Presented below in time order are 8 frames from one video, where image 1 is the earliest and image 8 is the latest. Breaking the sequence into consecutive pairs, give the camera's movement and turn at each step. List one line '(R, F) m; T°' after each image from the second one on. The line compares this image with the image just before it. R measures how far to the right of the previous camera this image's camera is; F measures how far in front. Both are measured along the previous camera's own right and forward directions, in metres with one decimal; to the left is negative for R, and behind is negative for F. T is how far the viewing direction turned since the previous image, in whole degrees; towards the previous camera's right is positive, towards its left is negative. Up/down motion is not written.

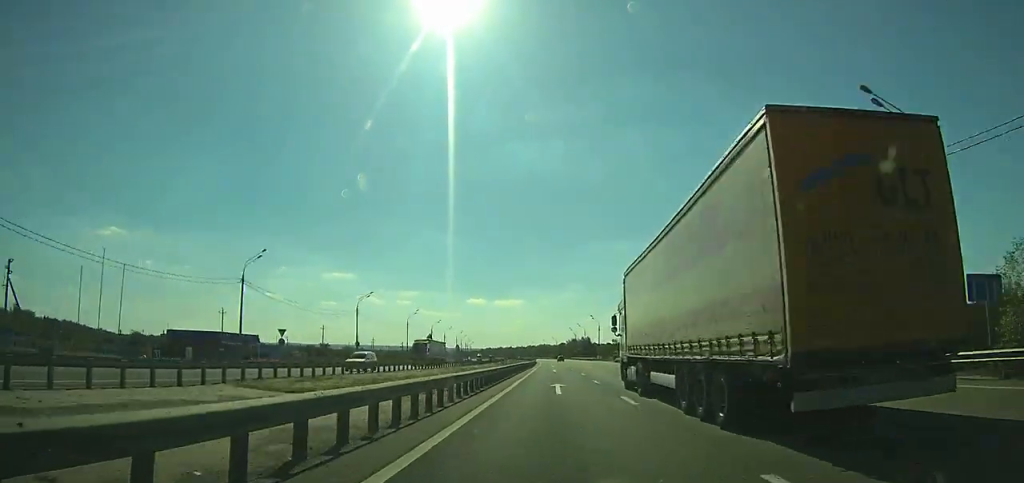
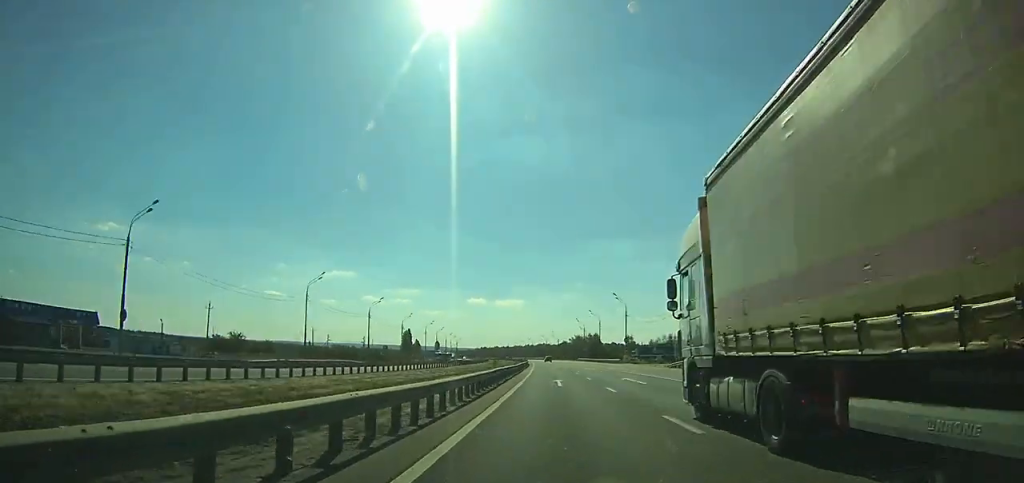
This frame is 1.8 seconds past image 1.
(-0.2, +55.3) m; -1°
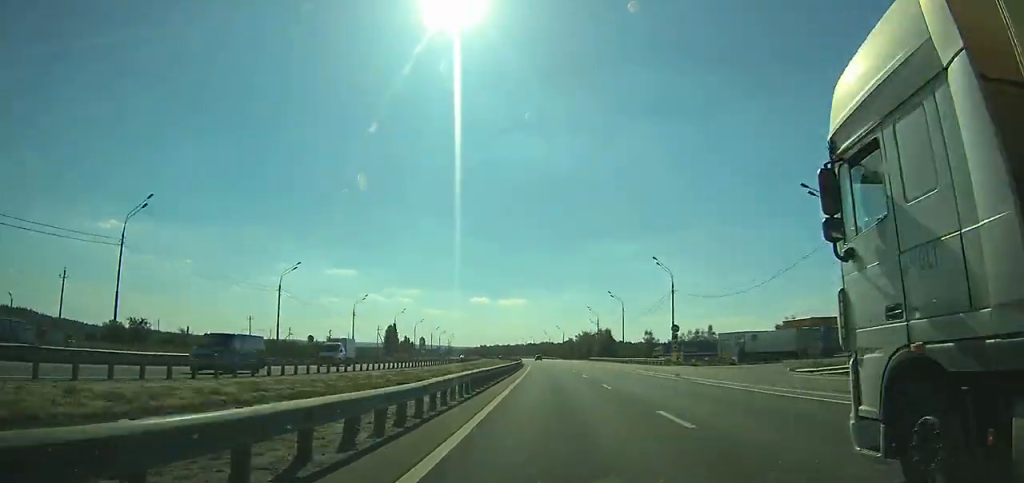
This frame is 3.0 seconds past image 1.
(+0.2, +36.8) m; 0°
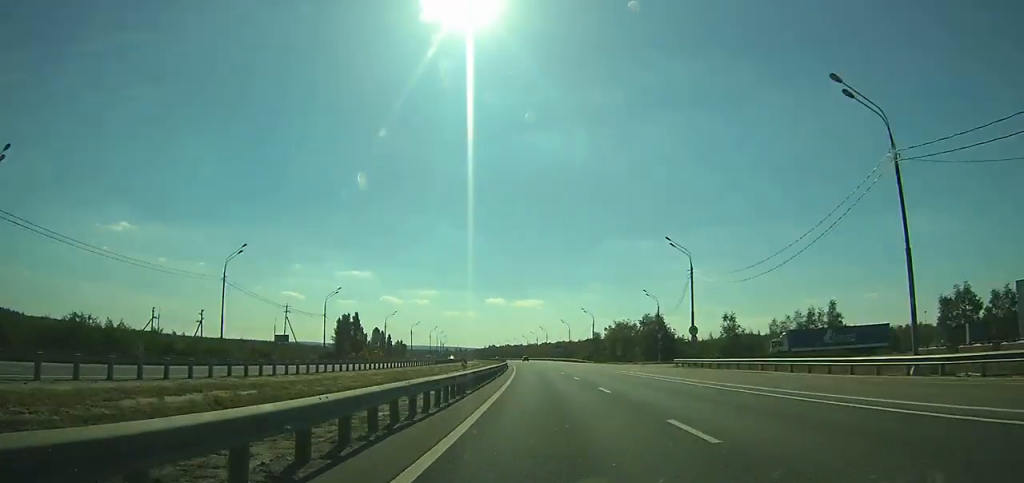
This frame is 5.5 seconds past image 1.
(-1.1, +74.8) m; -2°
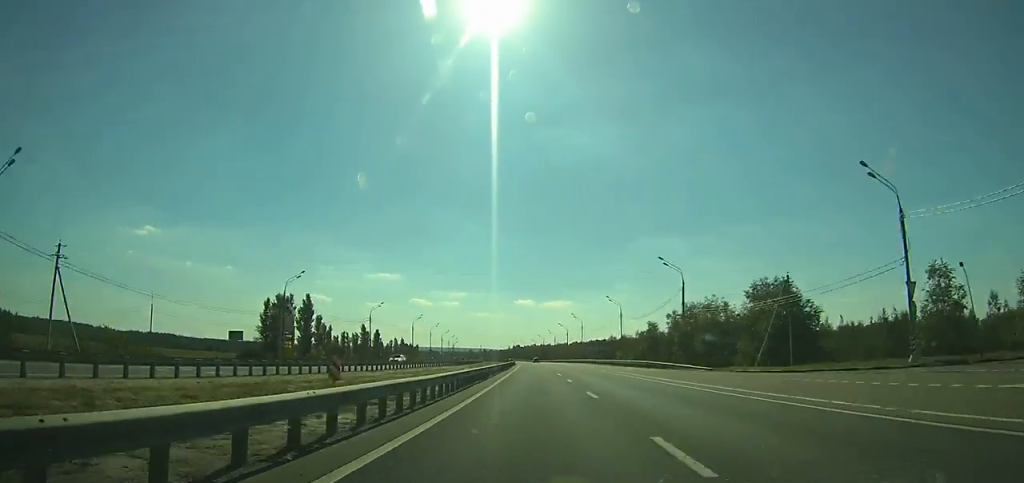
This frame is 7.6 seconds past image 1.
(-1.3, +61.8) m; -2°
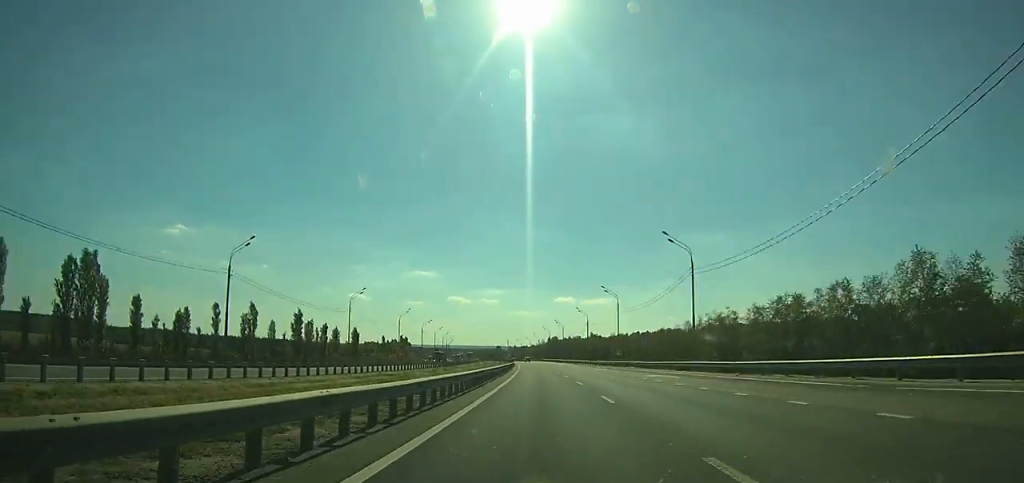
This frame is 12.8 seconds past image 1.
(-6.5, +154.5) m; -4°
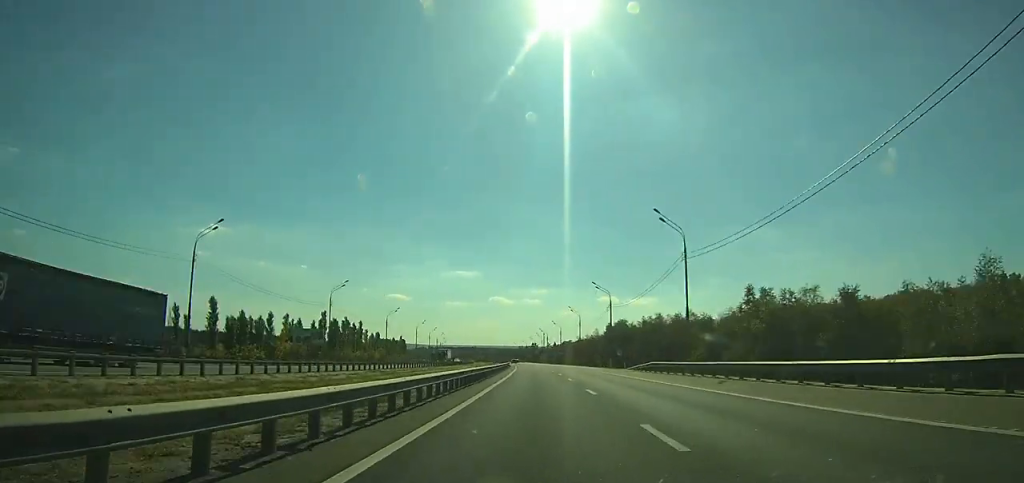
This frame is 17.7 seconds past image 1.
(-4.7, +154.6) m; -4°
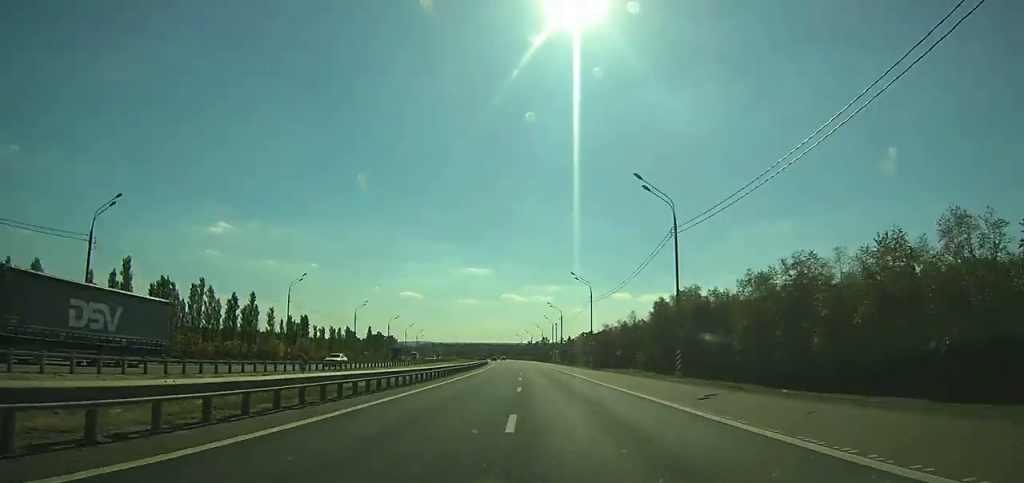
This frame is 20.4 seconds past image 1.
(-1.5, +82.8) m; -3°
